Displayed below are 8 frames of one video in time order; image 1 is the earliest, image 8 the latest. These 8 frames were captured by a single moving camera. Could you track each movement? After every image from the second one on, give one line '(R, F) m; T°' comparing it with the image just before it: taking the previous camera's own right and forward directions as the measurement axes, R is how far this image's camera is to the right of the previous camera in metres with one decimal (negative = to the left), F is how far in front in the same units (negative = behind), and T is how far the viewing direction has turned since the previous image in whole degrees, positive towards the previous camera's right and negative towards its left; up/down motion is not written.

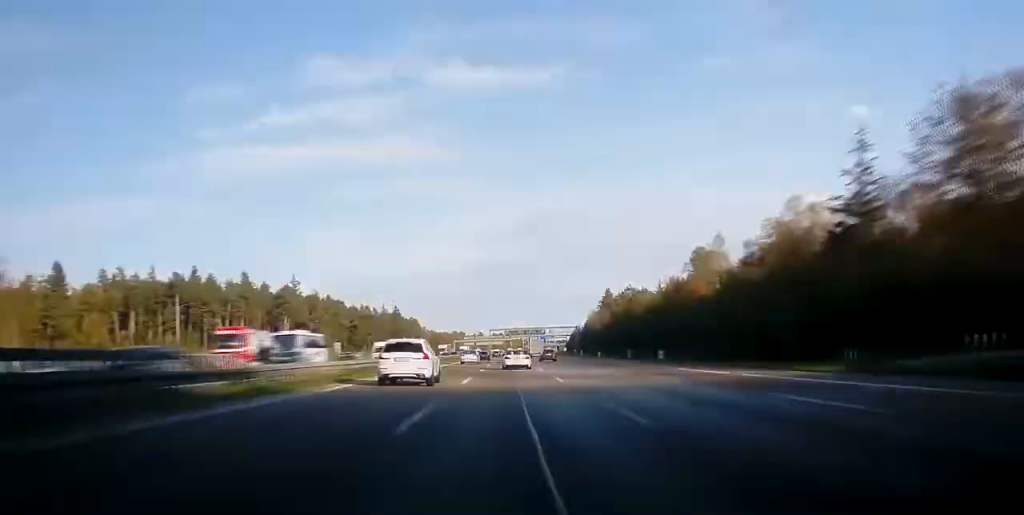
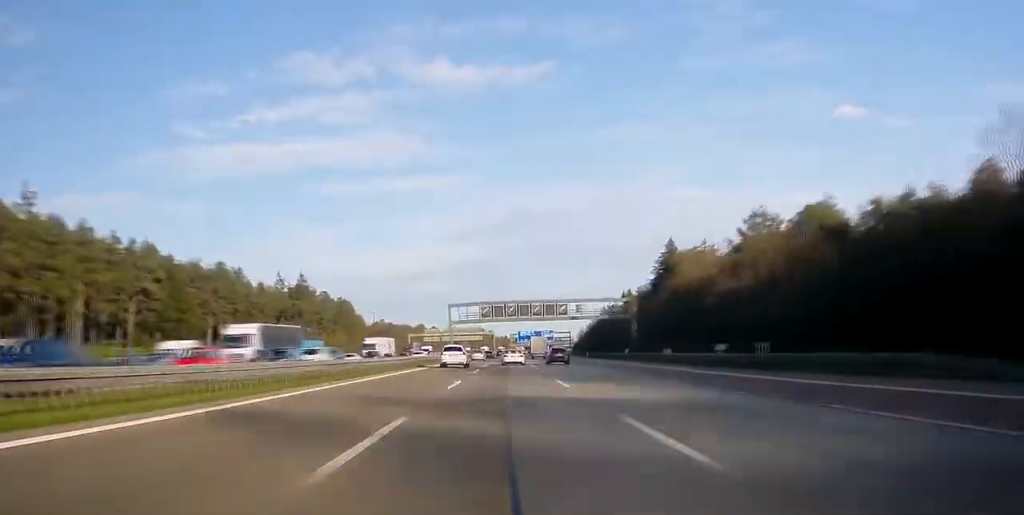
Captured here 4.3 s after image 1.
(+1.6, +133.4) m; +1°
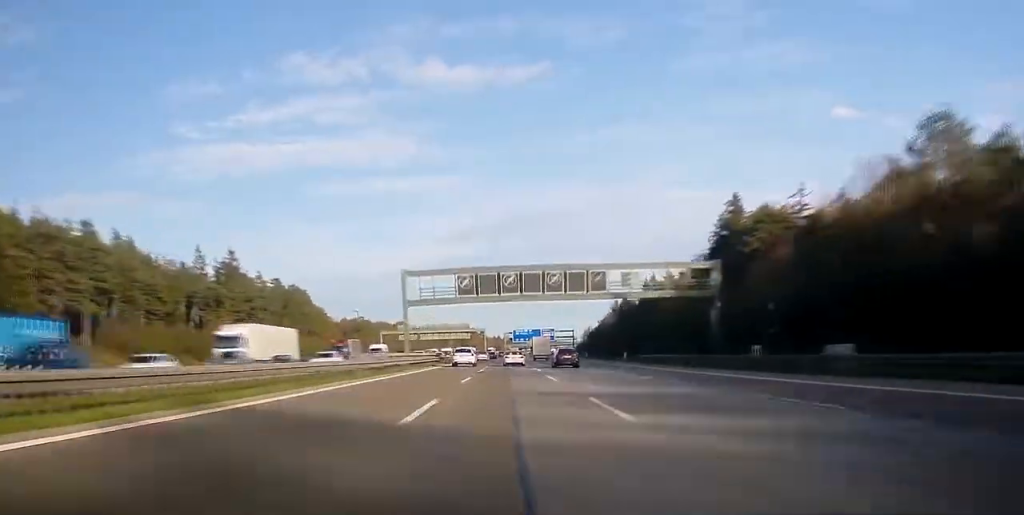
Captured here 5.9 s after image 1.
(-0.3, +45.8) m; +1°
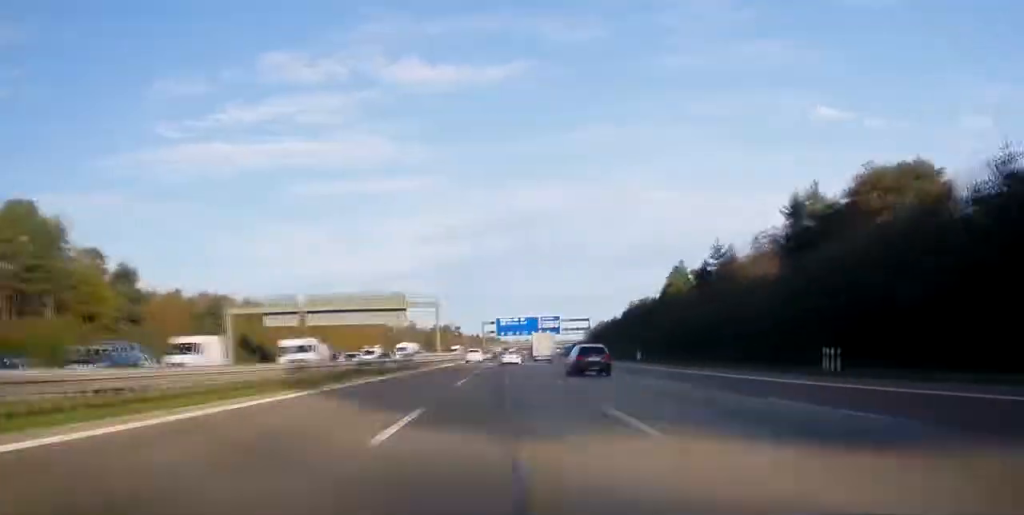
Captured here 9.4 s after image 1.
(+1.8, +127.1) m; +2°
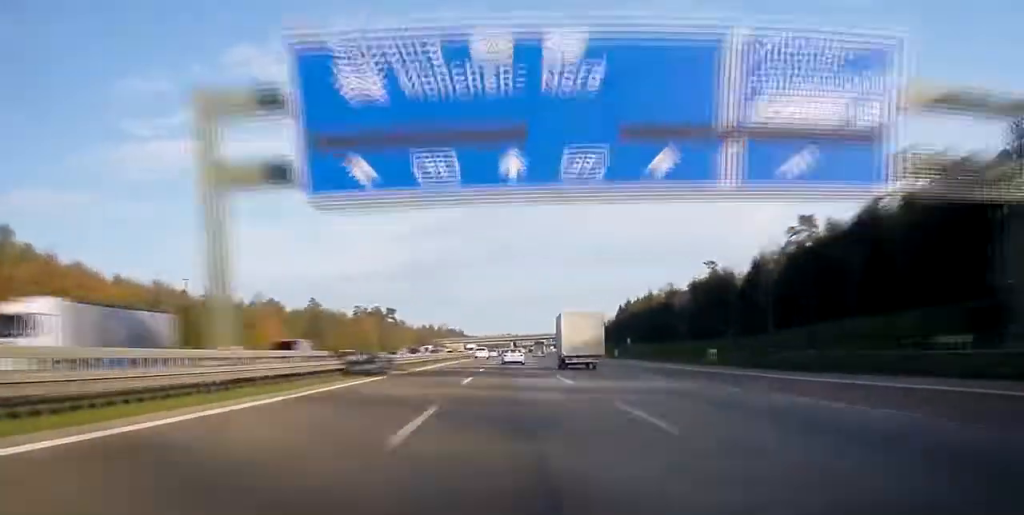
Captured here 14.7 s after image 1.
(+3.7, +190.3) m; +2°
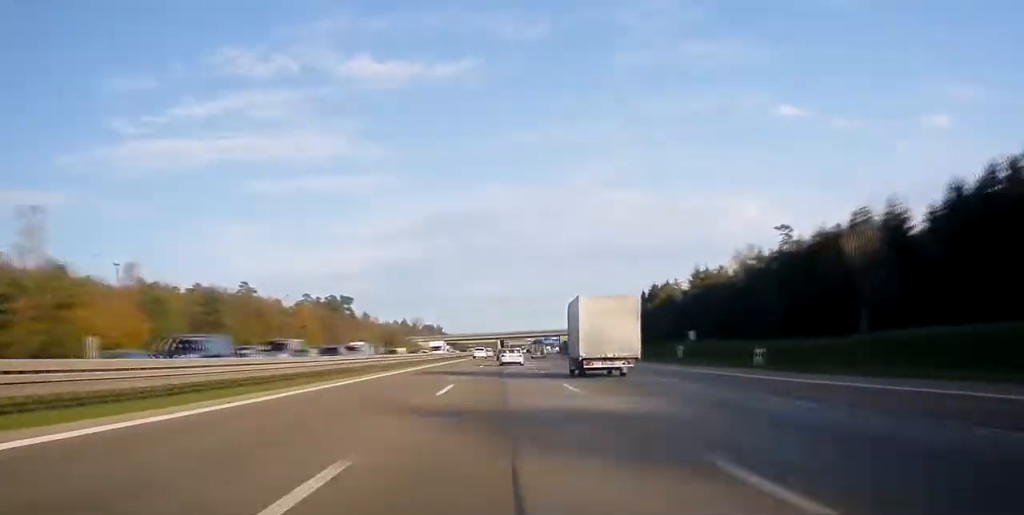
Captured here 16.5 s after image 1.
(+0.2, +52.3) m; +1°
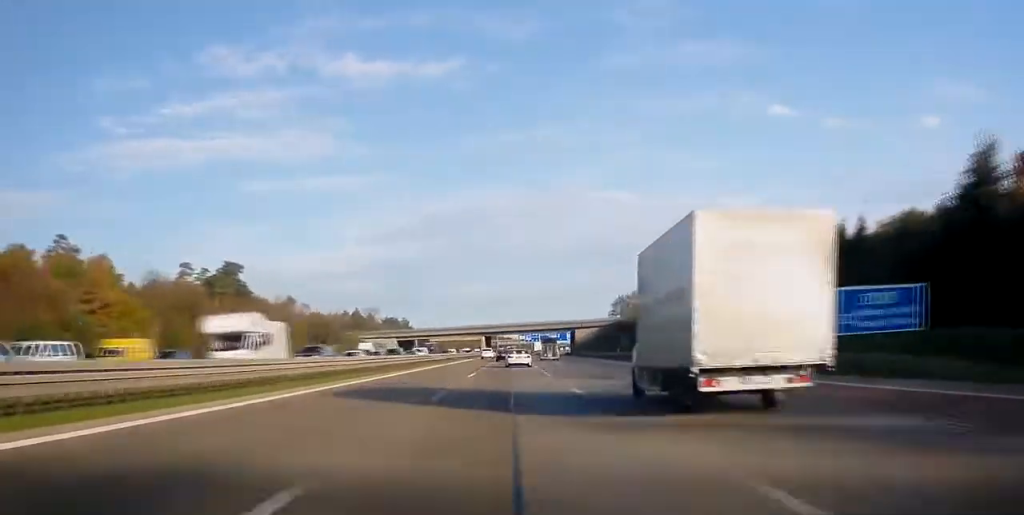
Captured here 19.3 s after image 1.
(+0.5, +83.8) m; +1°
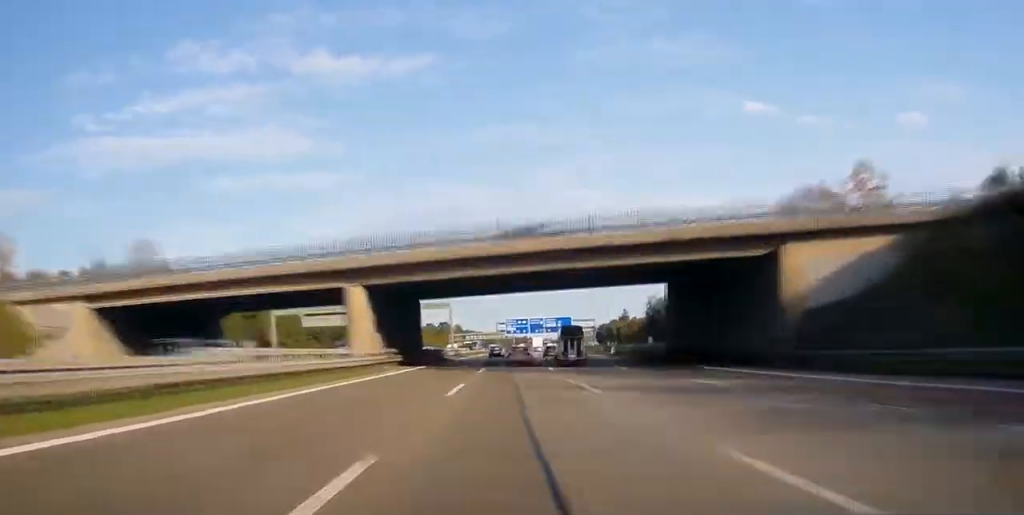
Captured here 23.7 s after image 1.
(+2.5, +142.5) m; +2°
